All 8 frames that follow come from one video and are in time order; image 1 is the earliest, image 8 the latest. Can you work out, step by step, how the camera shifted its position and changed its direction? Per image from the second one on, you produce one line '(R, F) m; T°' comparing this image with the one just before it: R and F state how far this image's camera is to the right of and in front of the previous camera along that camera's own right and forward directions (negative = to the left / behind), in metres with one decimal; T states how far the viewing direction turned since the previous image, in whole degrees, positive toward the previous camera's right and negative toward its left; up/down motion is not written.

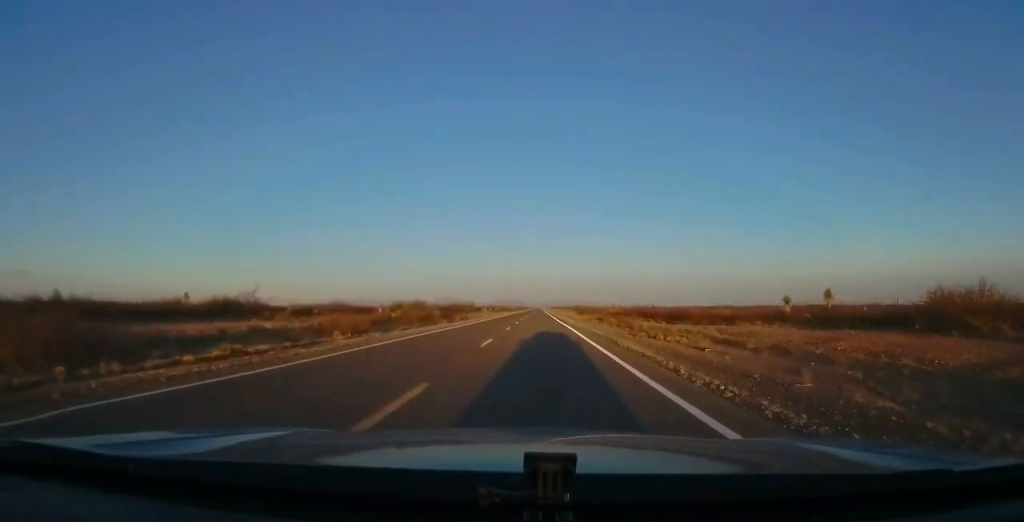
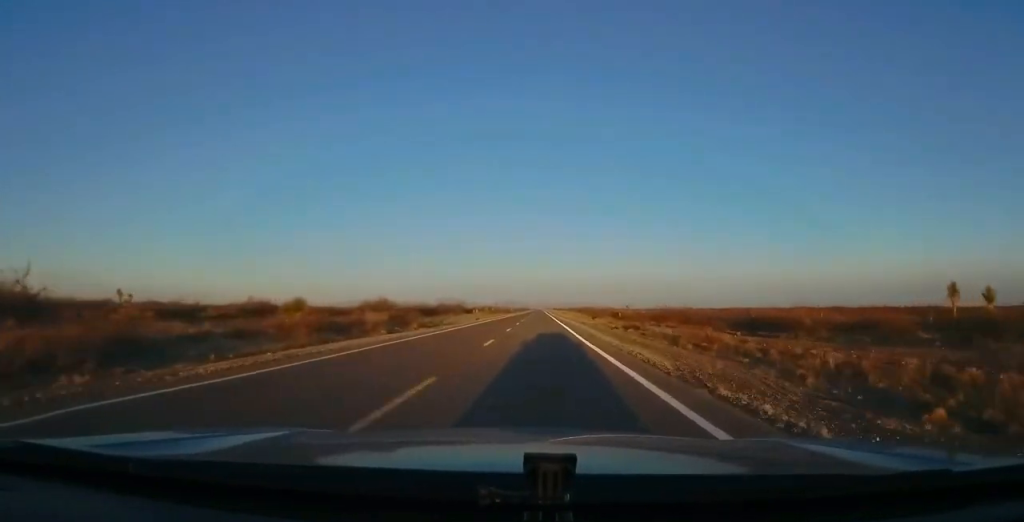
(+0.2, +23.4) m; +1°
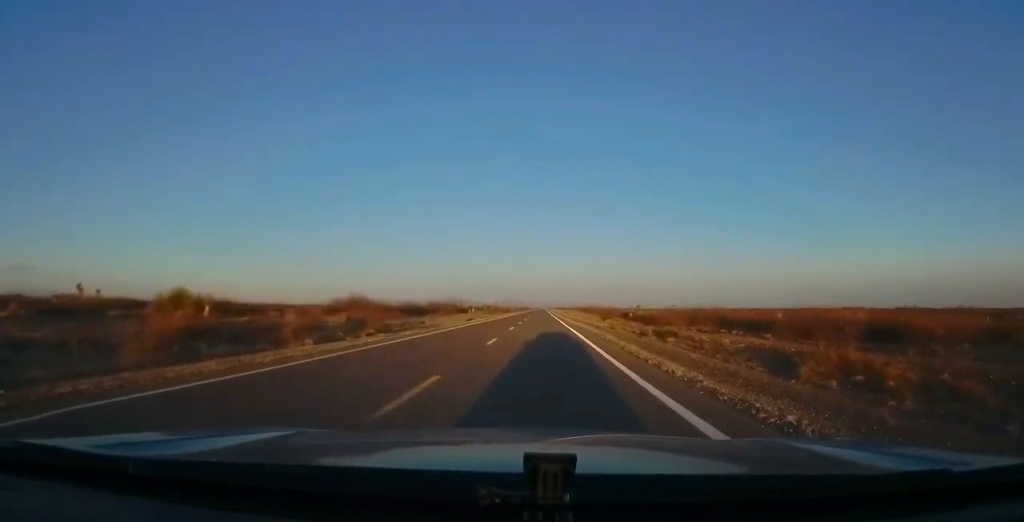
(+0.1, +11.7) m; 0°
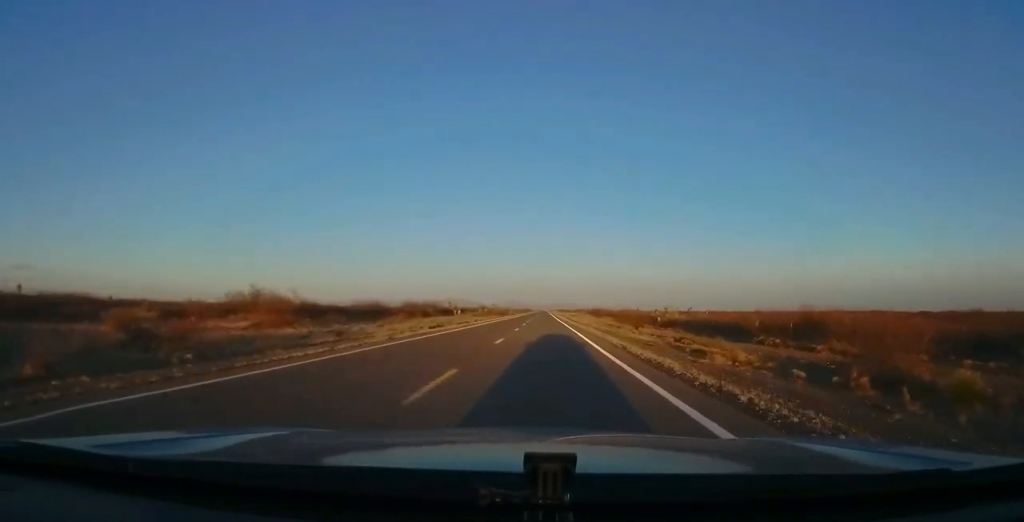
(0.0, +23.4) m; -1°
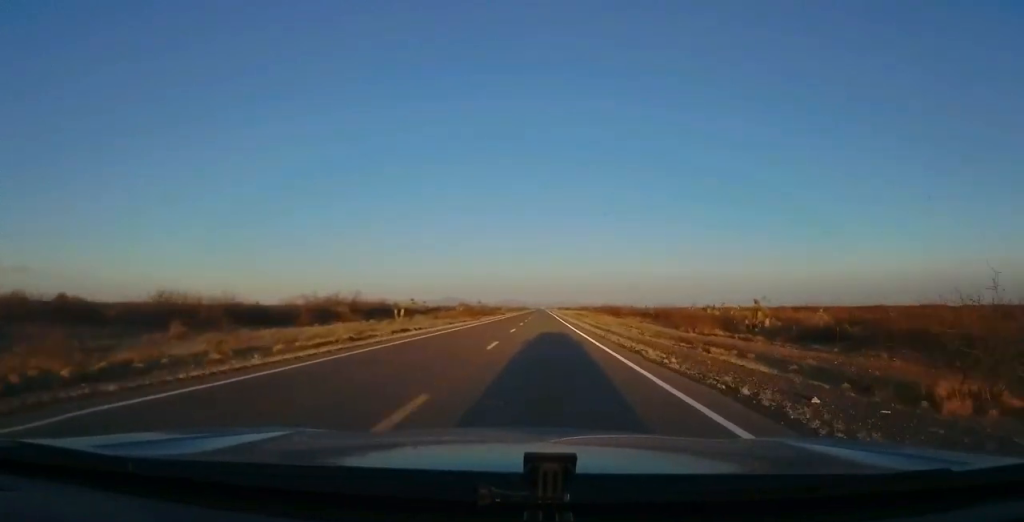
(-0.5, +40.0) m; 0°
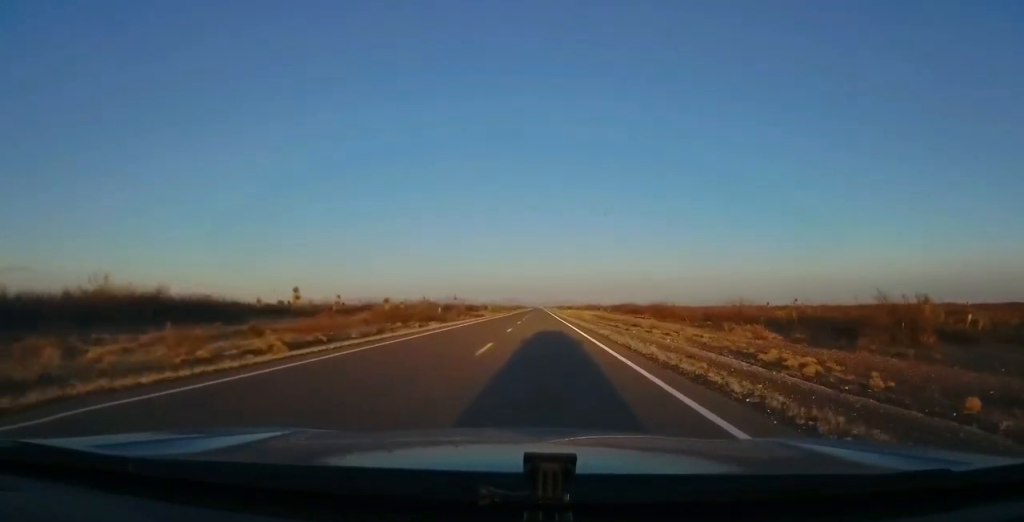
(+0.8, +50.5) m; +1°
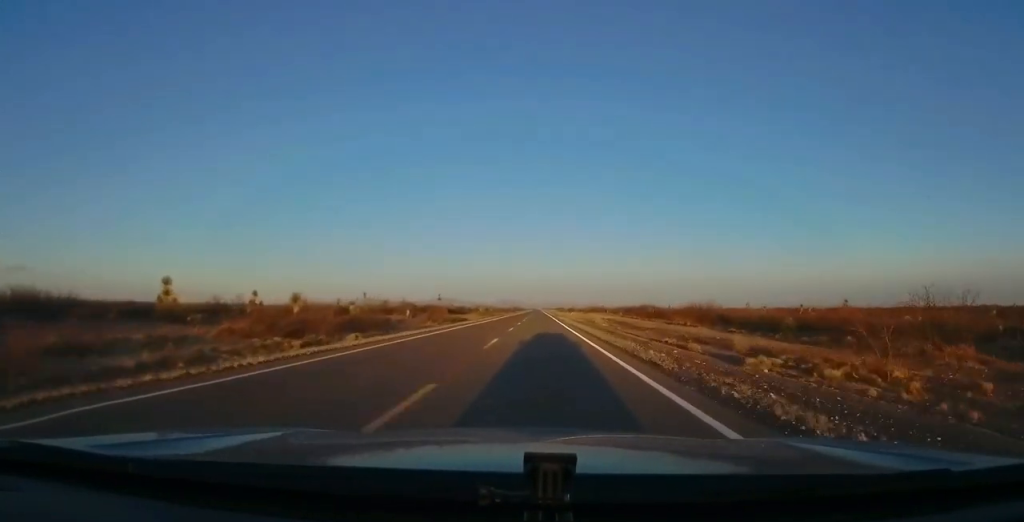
(0.0, +21.4) m; 0°
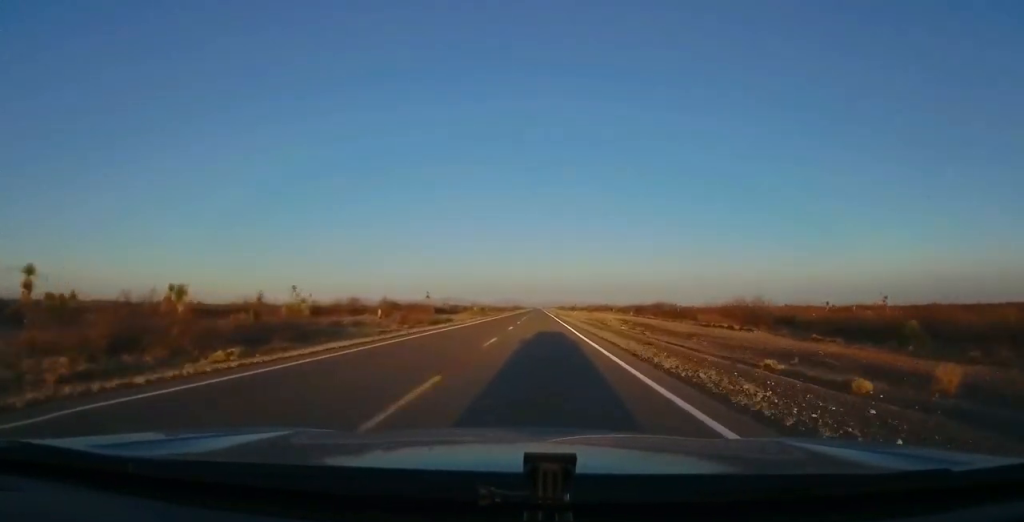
(0.0, +12.6) m; 0°
